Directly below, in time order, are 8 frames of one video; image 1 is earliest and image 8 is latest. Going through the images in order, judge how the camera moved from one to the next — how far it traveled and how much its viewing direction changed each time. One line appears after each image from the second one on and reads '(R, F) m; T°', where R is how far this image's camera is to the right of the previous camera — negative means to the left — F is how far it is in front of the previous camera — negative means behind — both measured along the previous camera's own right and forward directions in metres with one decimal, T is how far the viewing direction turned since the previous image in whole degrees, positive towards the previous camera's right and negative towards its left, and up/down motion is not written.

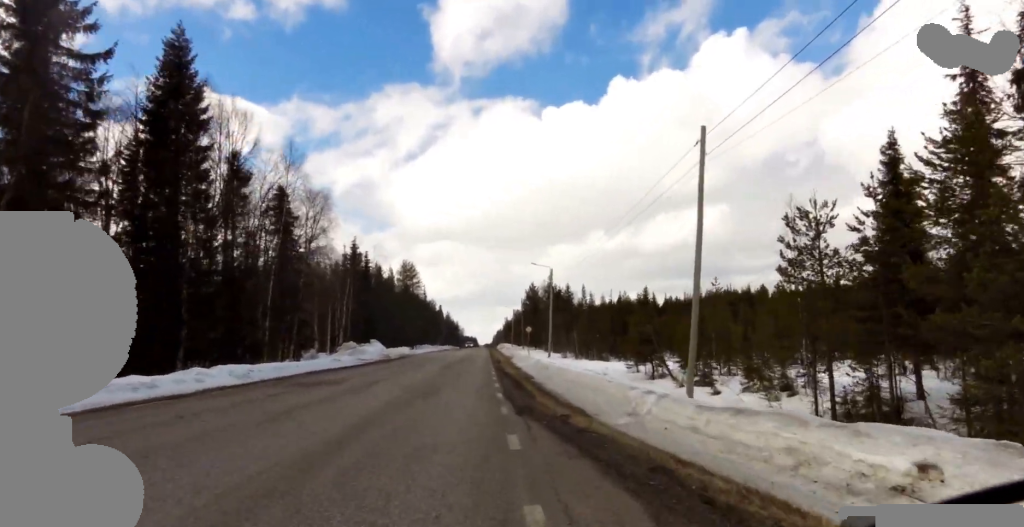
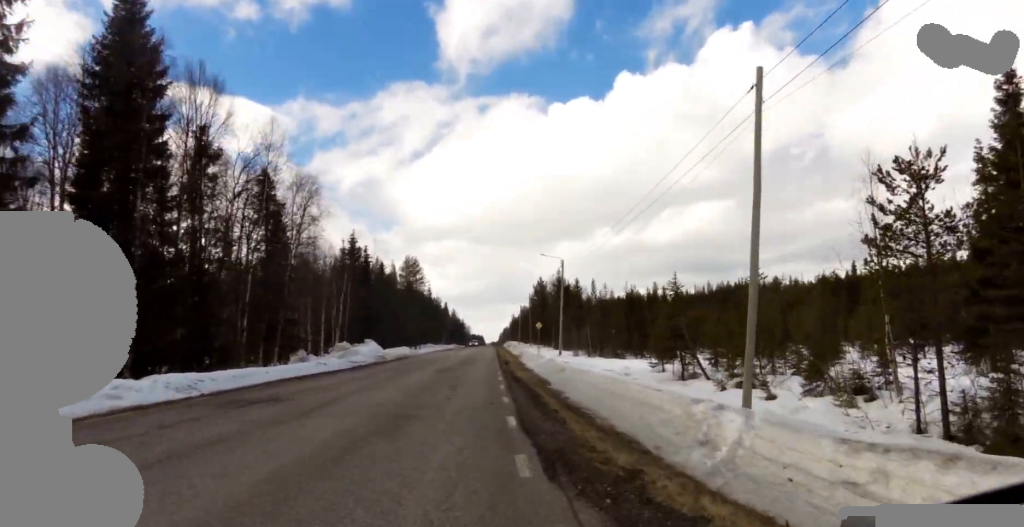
(+0.5, +4.3) m; +5°
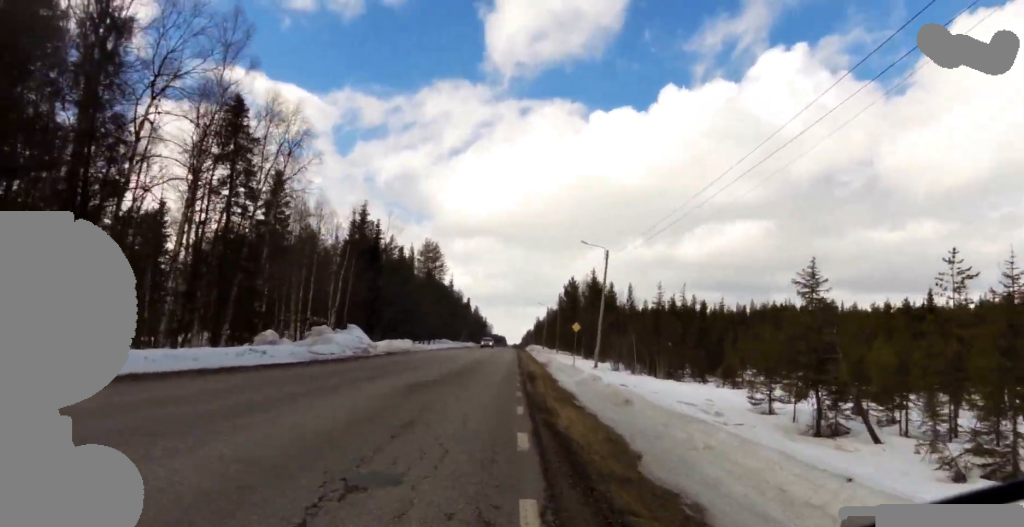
(+0.3, +11.0) m; +2°
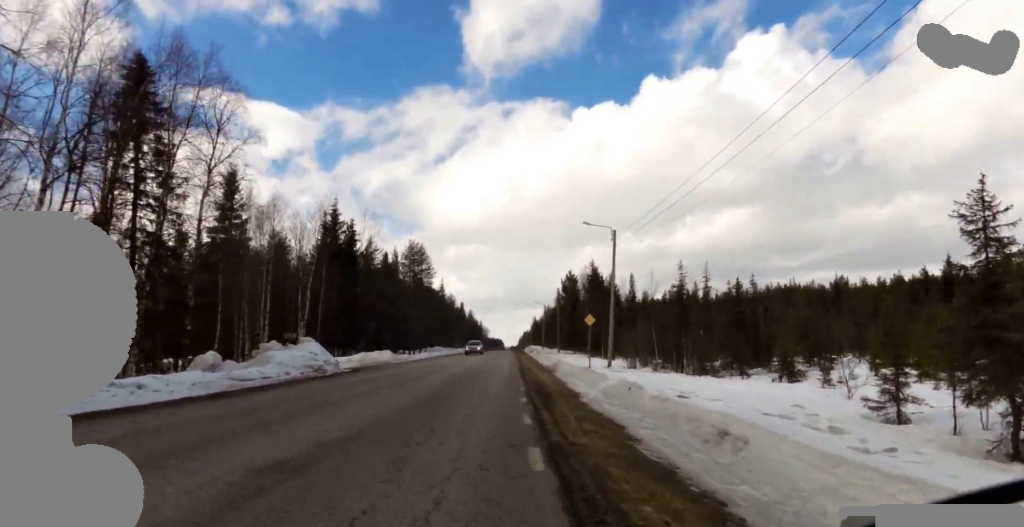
(0.0, +7.2) m; +1°
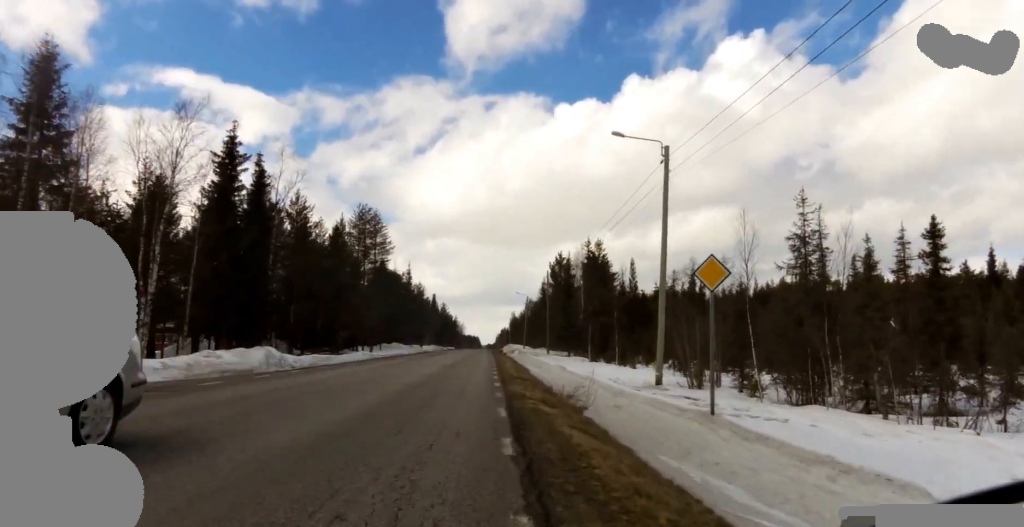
(0.0, +17.8) m; 0°
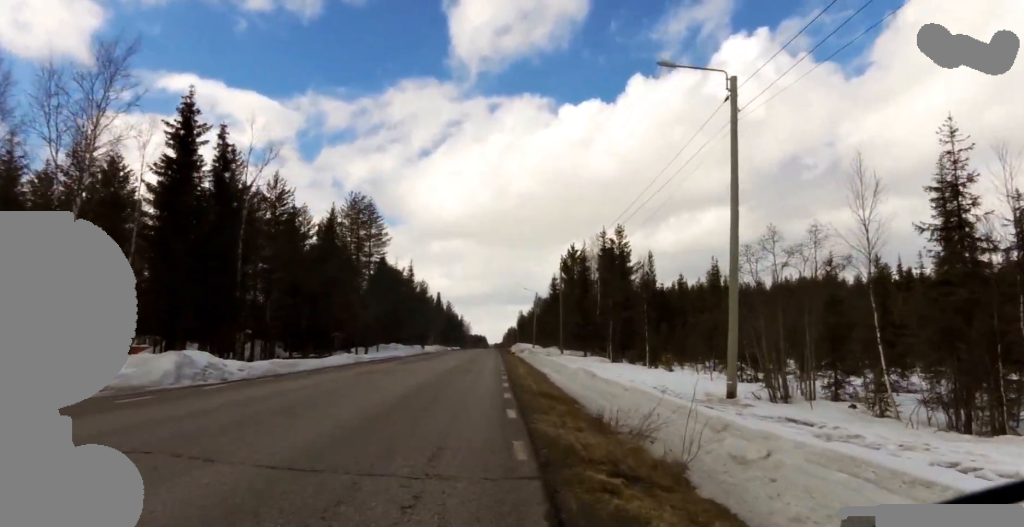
(+0.2, +6.4) m; 0°
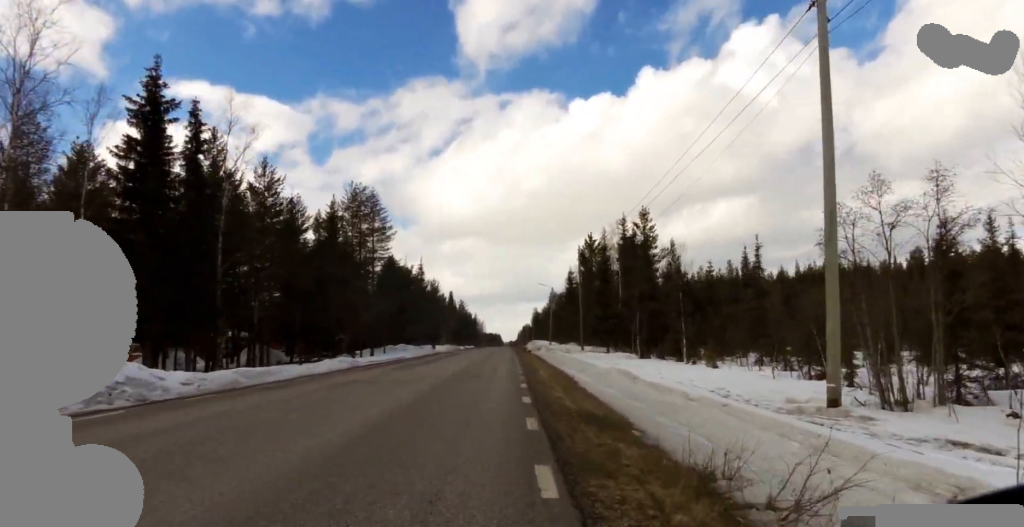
(0.0, +4.4) m; 0°
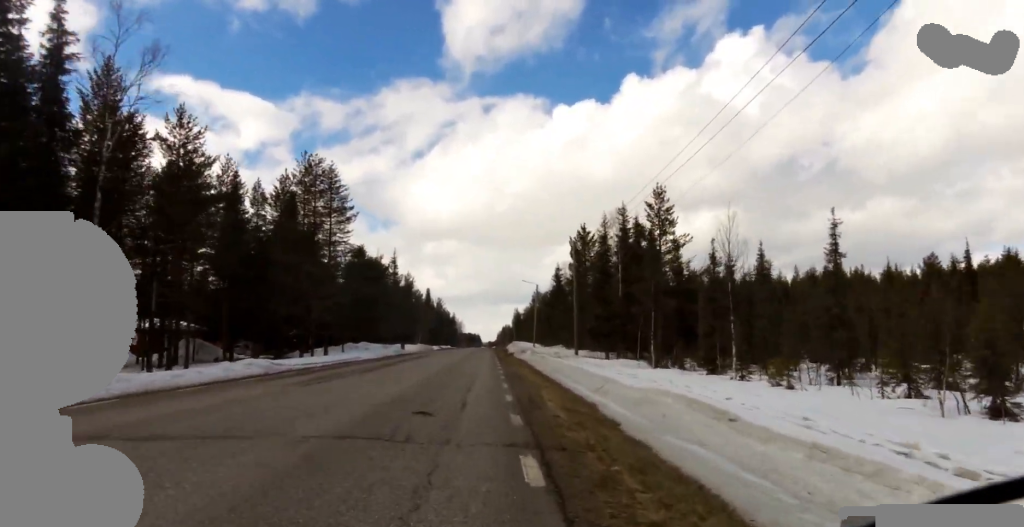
(-0.1, +8.7) m; +1°
